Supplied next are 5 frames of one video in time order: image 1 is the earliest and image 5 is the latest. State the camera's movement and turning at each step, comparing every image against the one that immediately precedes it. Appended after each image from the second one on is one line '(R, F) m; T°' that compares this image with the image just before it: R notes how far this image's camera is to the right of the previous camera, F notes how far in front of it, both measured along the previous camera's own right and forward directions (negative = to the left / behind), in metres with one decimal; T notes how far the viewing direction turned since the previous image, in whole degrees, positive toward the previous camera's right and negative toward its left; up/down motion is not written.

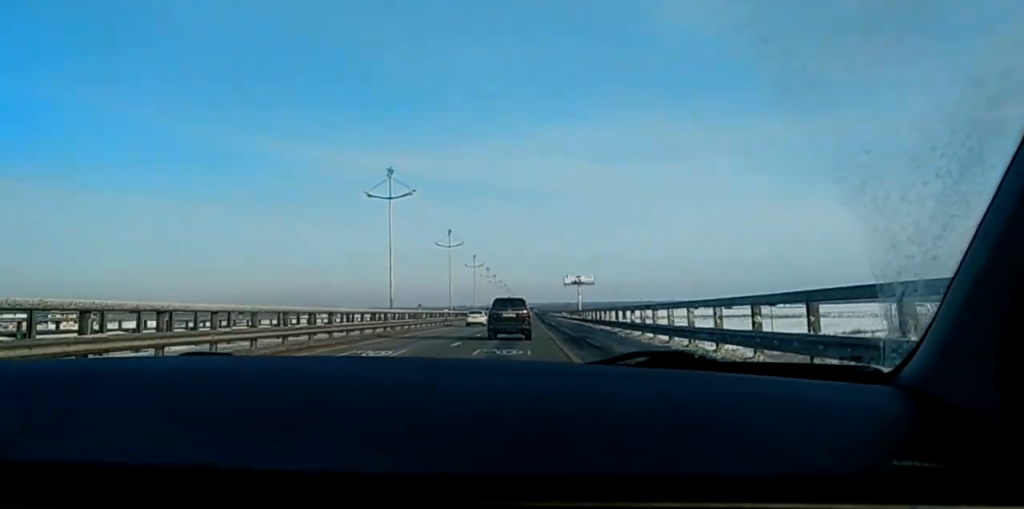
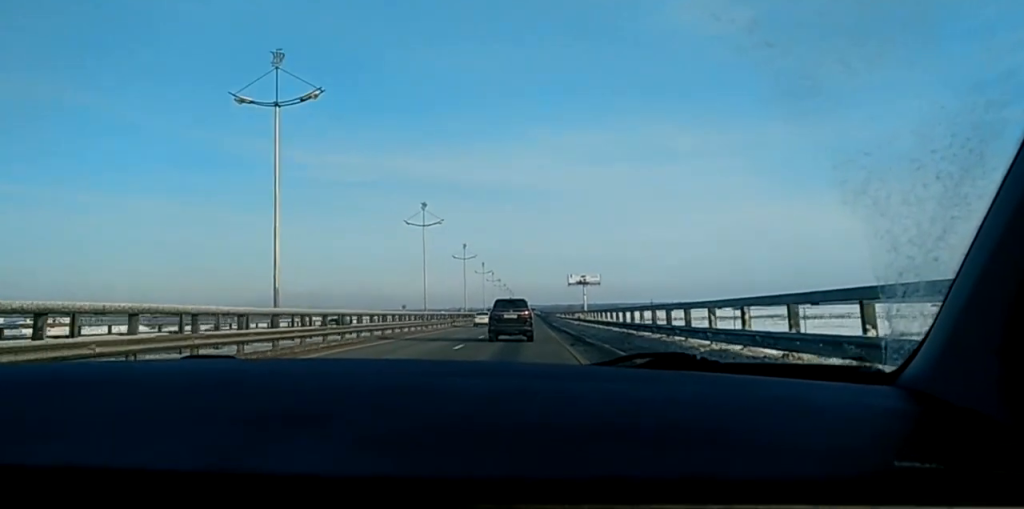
(-0.2, +26.2) m; -1°
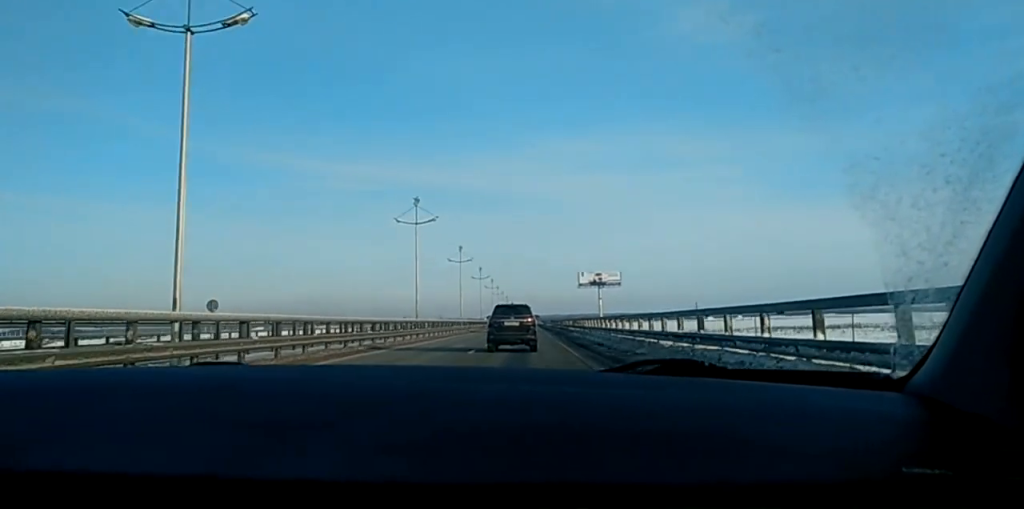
(+1.2, +92.7) m; 0°
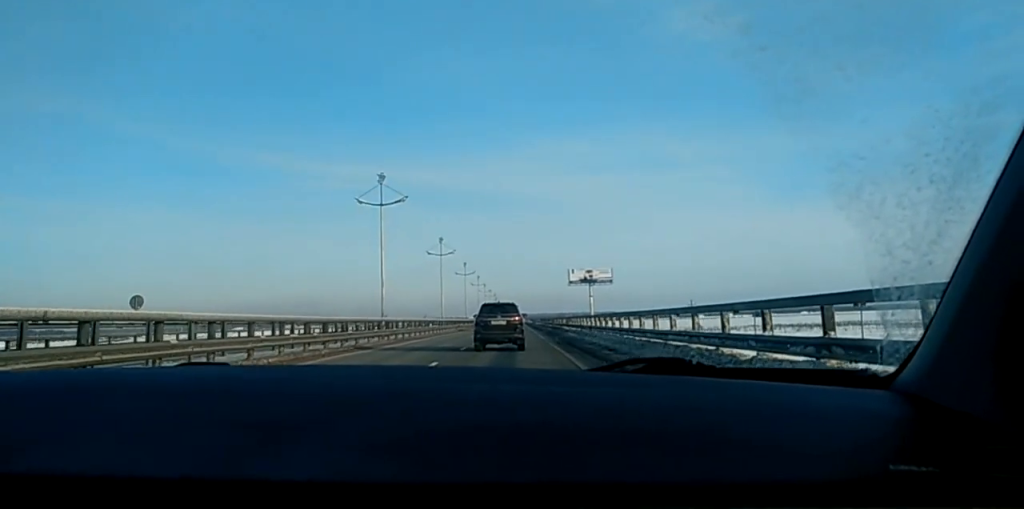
(-0.1, +10.7) m; 0°
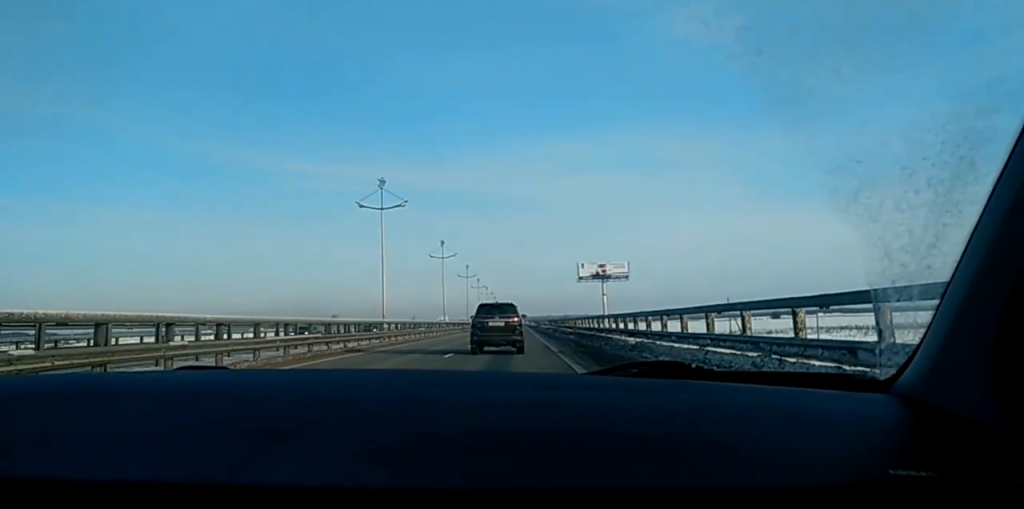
(-0.2, +39.7) m; 0°
